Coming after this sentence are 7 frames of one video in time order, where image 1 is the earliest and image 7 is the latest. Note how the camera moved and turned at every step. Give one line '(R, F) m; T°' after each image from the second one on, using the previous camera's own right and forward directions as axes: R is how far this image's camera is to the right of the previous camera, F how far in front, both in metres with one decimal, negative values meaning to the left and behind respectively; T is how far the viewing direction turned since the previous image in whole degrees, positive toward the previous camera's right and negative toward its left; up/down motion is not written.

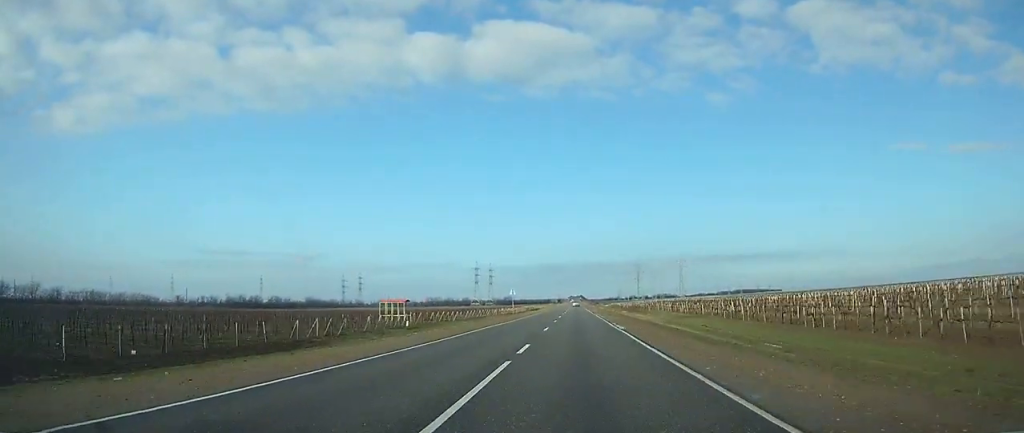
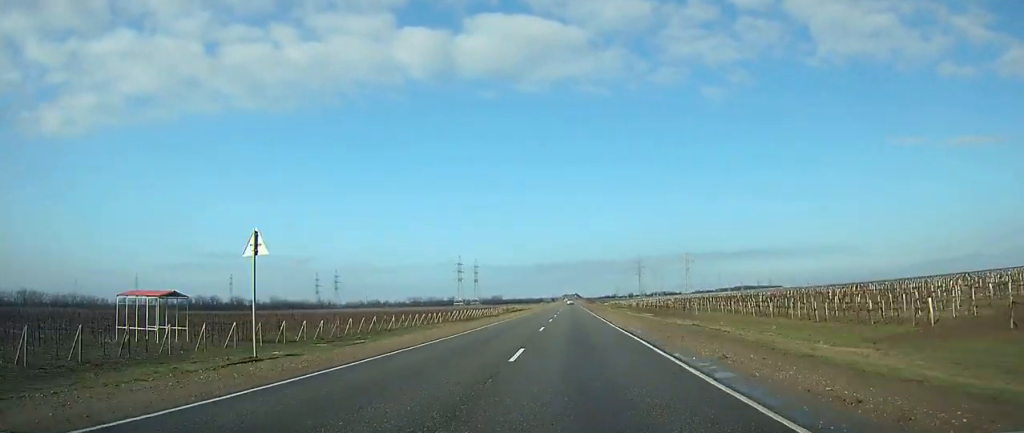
(+0.3, +62.0) m; 0°
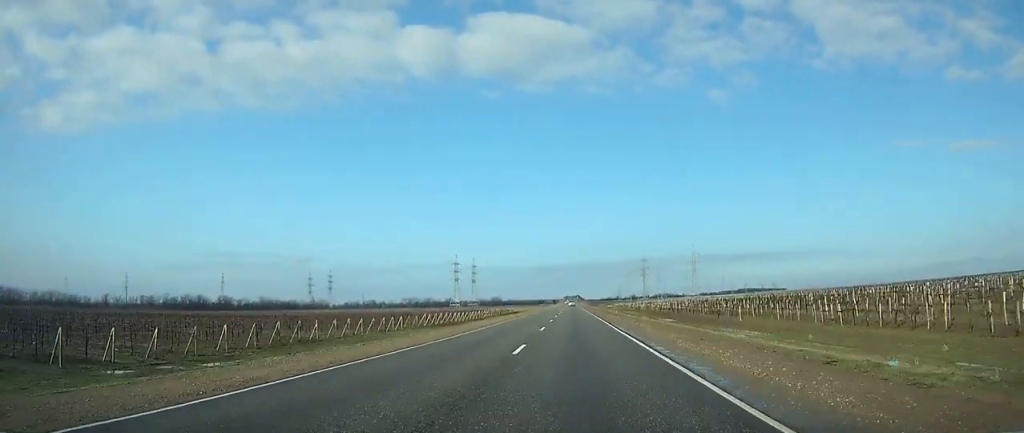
(0.0, +22.7) m; 0°
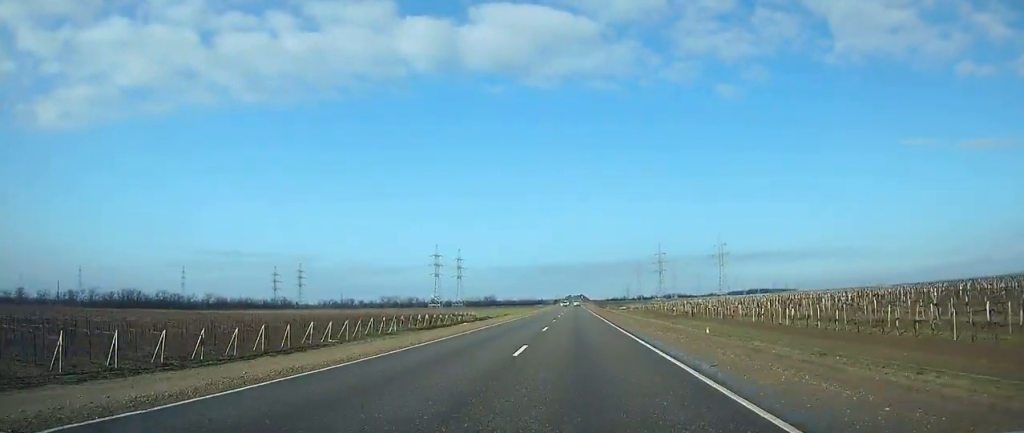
(0.0, +85.4) m; 0°
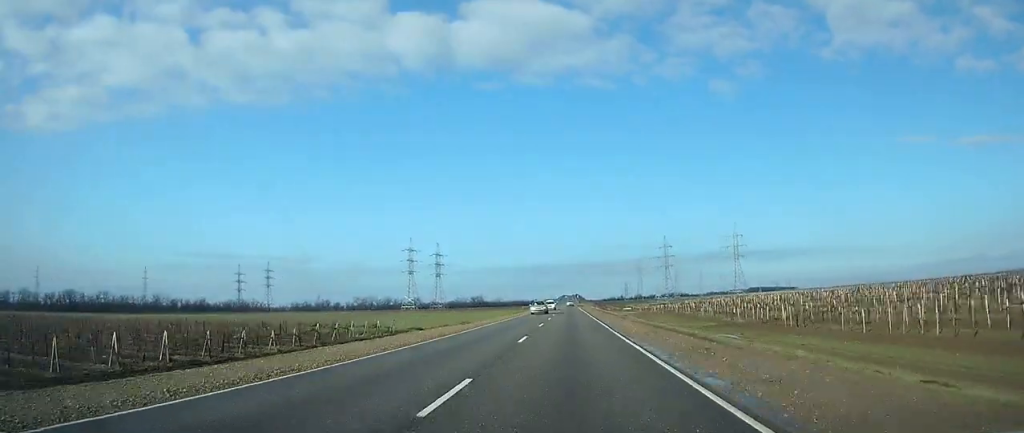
(+0.2, +55.4) m; 0°
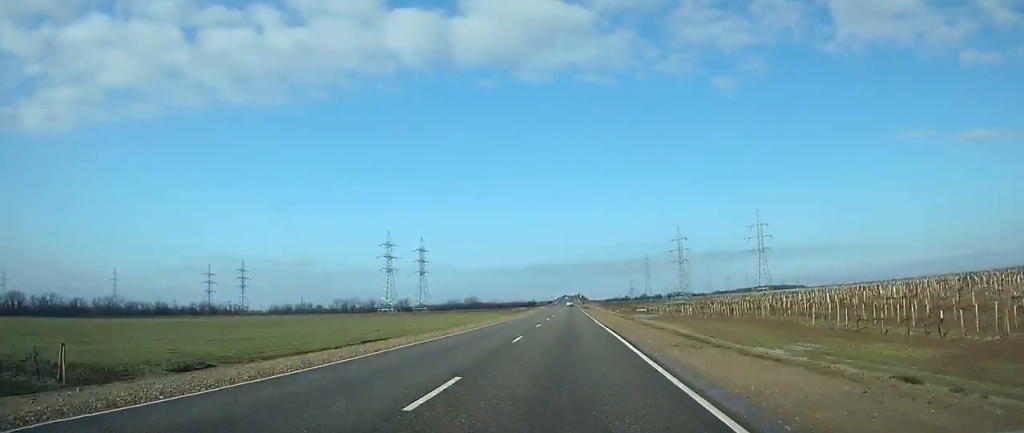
(-0.1, +47.7) m; 0°
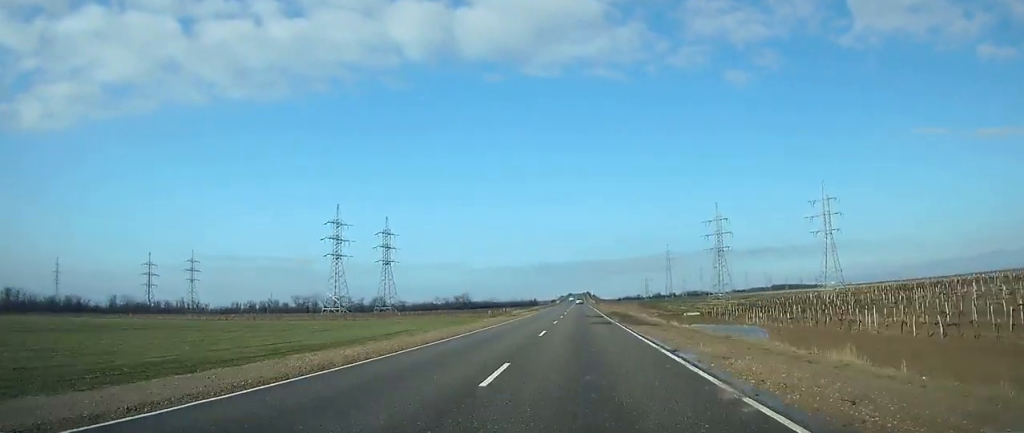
(-0.3, +81.7) m; 0°
